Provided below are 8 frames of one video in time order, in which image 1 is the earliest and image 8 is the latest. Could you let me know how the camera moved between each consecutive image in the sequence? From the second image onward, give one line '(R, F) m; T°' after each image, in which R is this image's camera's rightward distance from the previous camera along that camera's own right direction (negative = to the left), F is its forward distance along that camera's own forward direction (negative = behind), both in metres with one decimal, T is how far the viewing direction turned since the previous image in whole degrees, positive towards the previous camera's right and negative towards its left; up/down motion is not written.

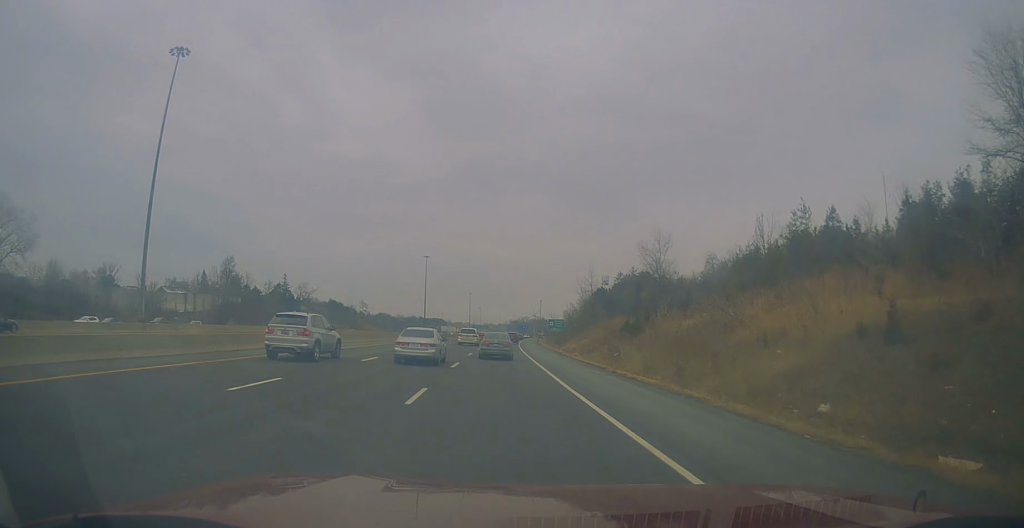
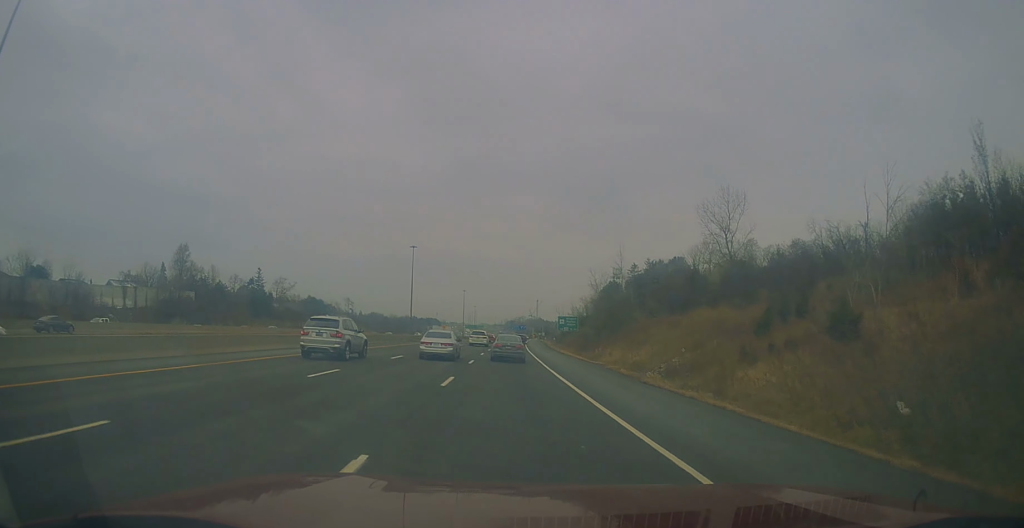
(+0.2, +31.6) m; 0°
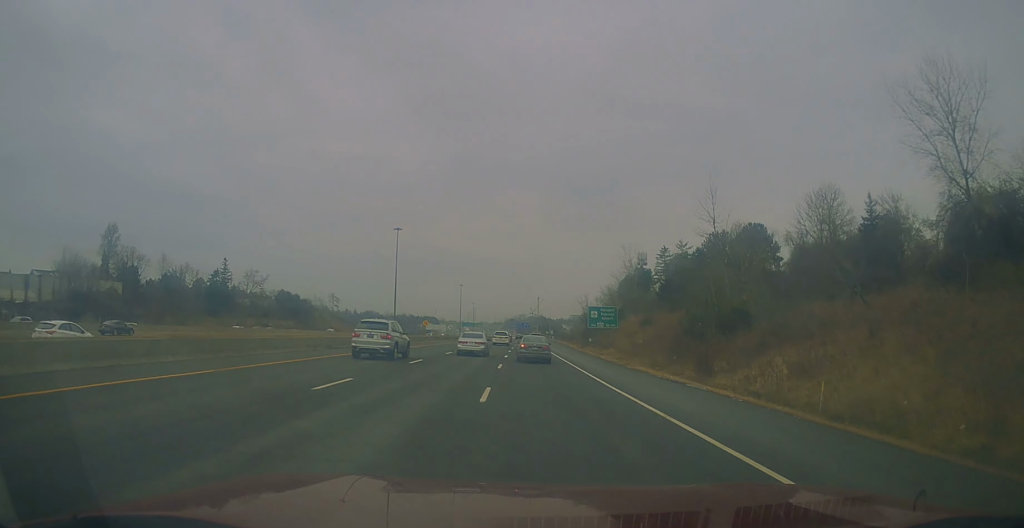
(-0.2, +38.4) m; -1°
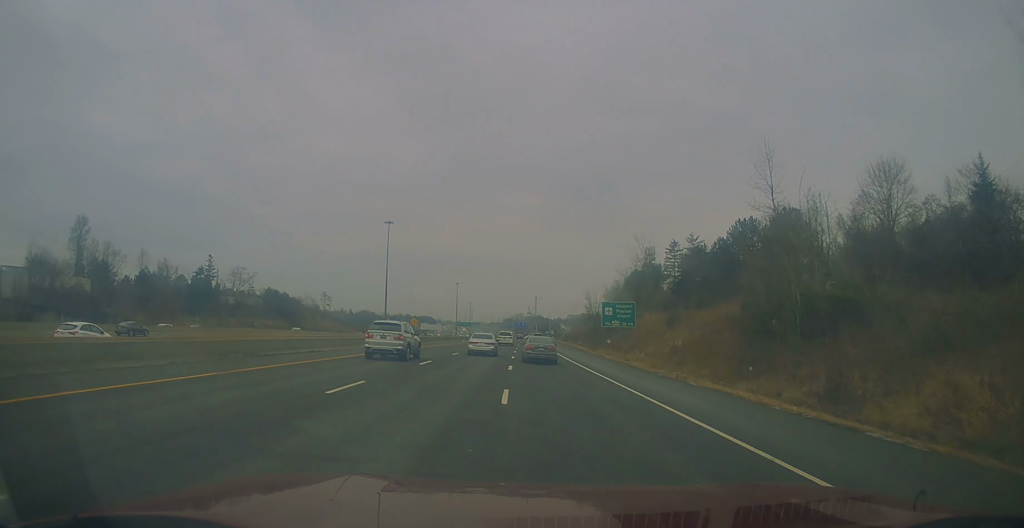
(0.0, +12.1) m; 0°
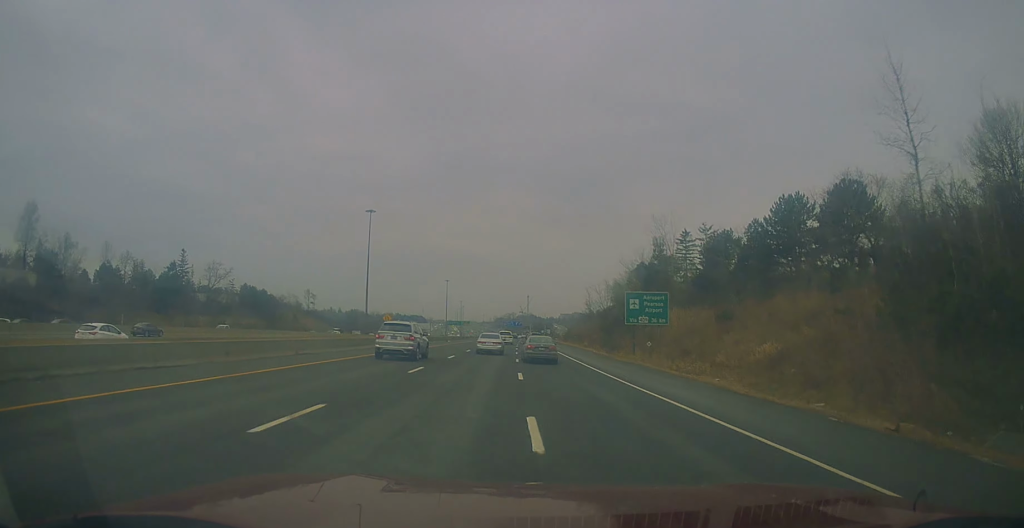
(-0.2, +16.8) m; +1°
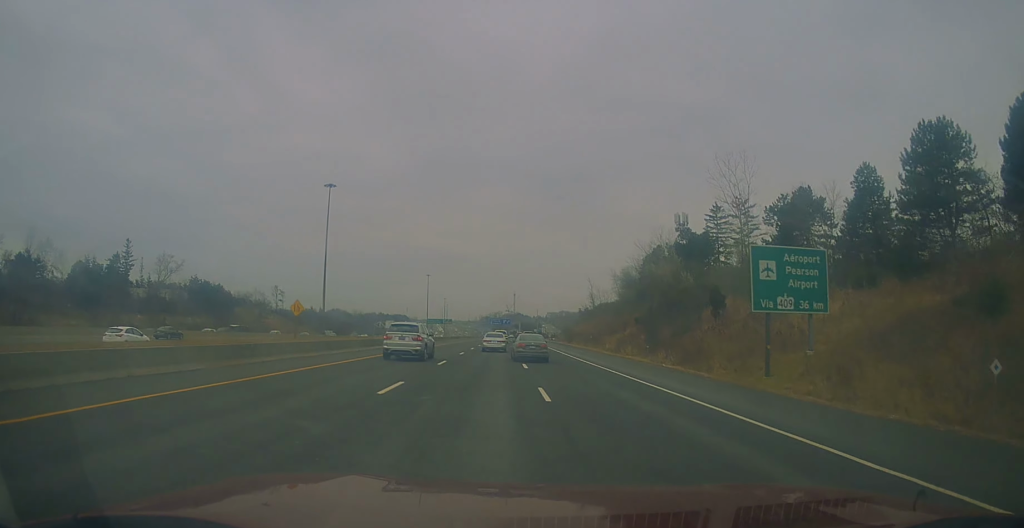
(+1.0, +30.3) m; +2°
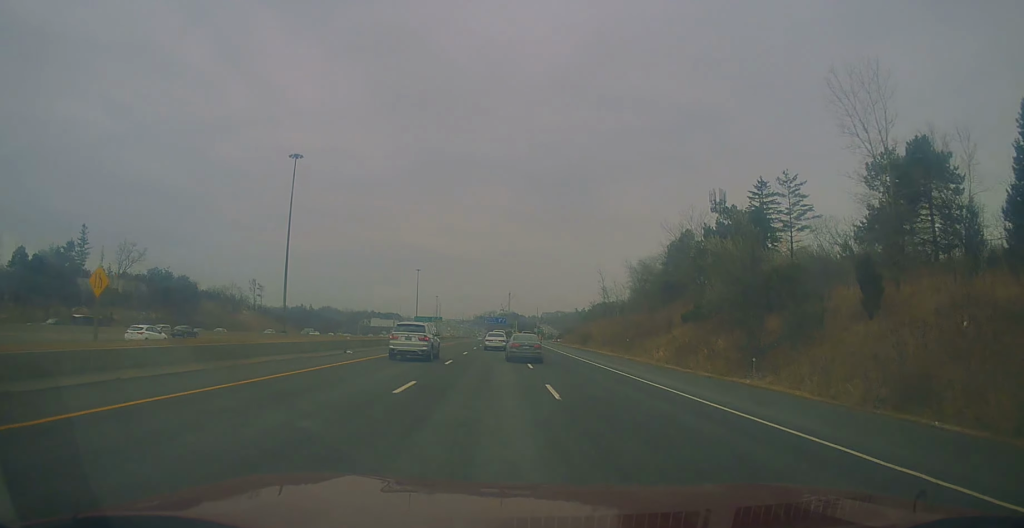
(-0.2, +23.6) m; 0°
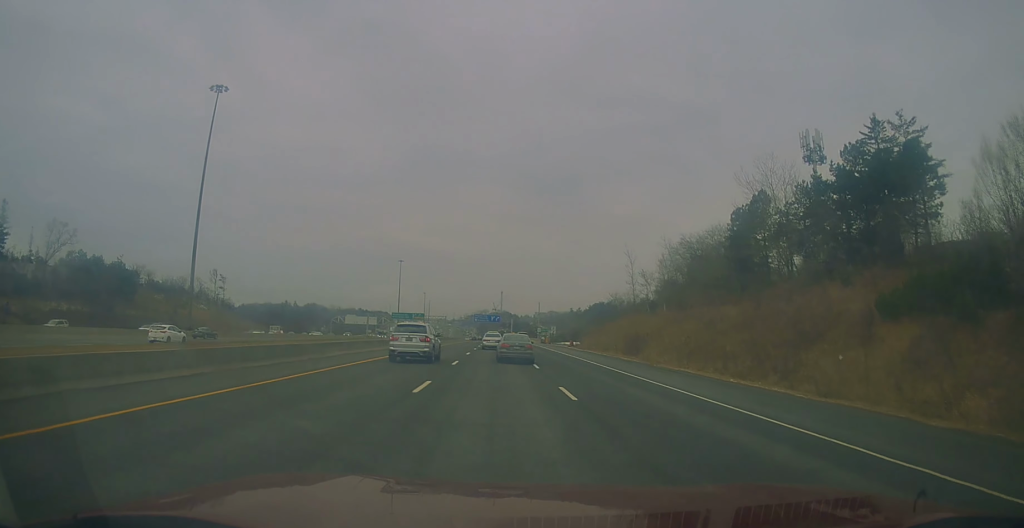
(+0.5, +35.6) m; +1°
